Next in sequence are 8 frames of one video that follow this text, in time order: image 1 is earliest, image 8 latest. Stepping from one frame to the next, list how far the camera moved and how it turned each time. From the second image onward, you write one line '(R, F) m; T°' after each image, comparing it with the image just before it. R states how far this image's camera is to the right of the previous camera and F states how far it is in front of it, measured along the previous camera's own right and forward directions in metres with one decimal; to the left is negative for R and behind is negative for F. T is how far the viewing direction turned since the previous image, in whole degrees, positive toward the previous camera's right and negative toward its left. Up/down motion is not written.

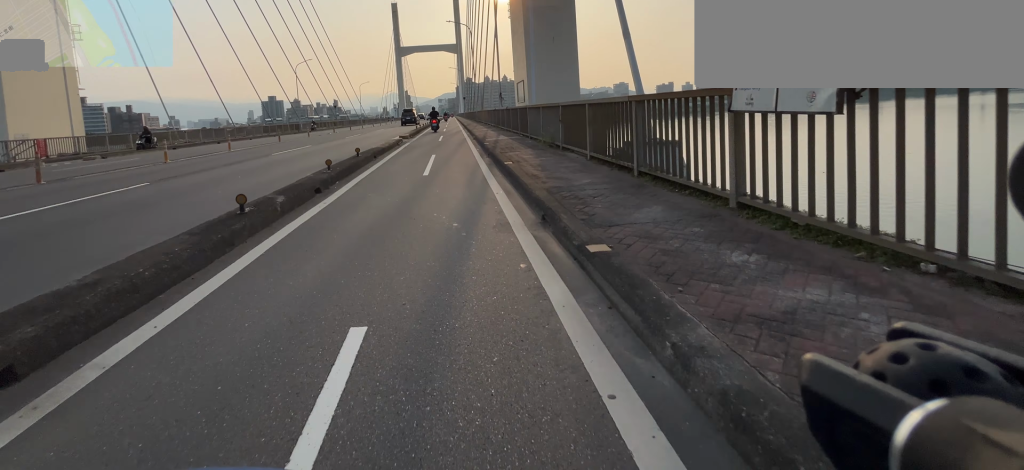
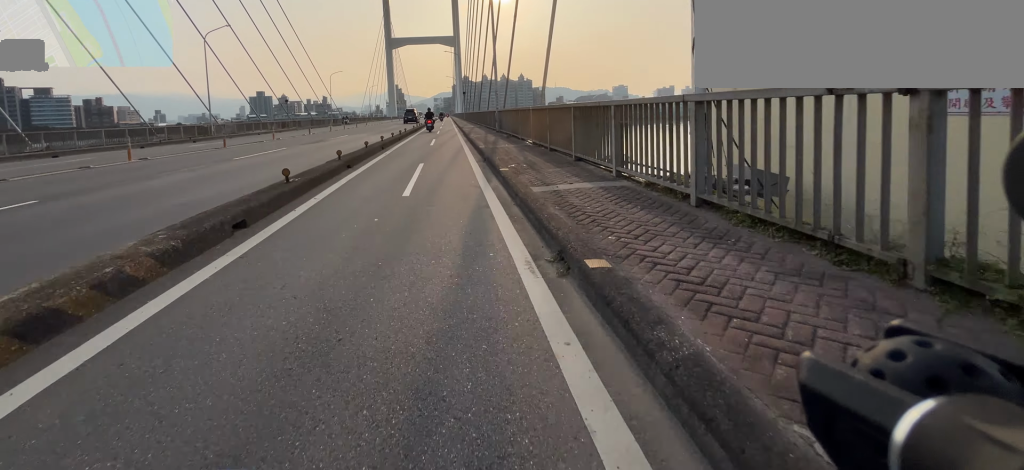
(-0.2, +22.5) m; -1°
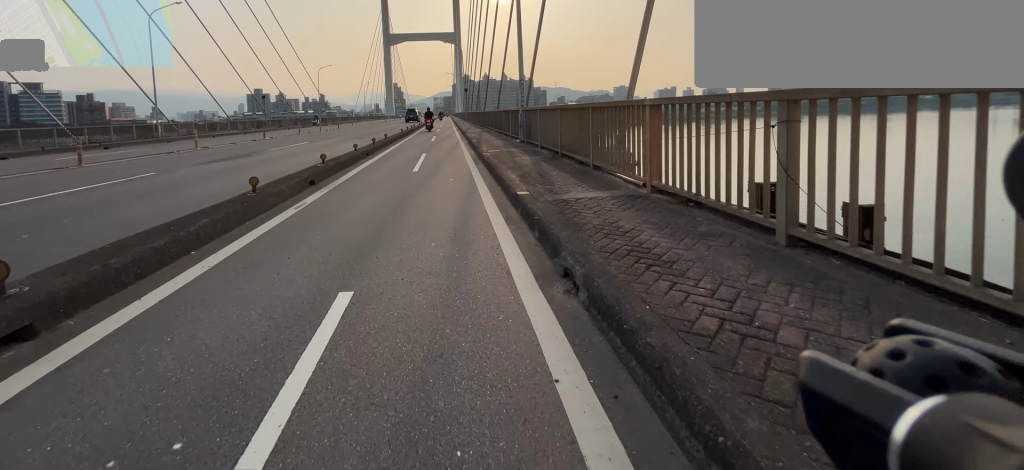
(0.0, +7.6) m; 0°
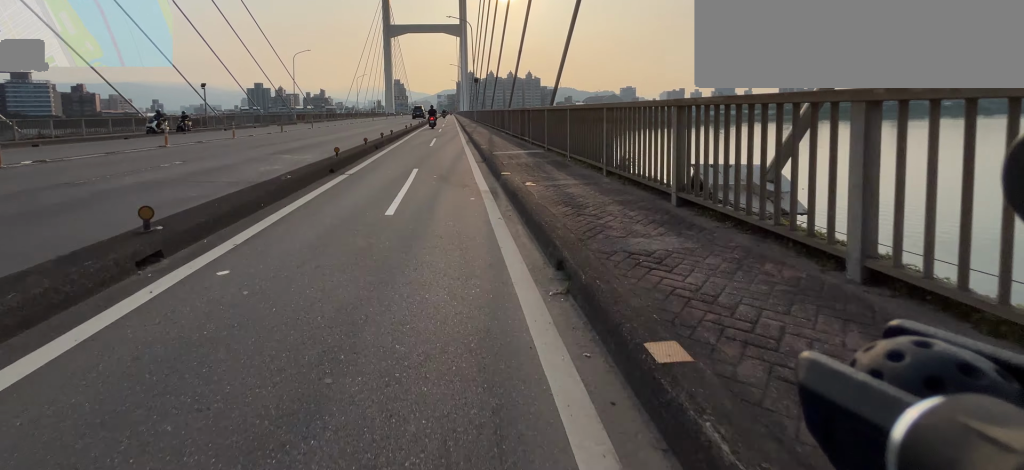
(-0.1, +13.9) m; 0°
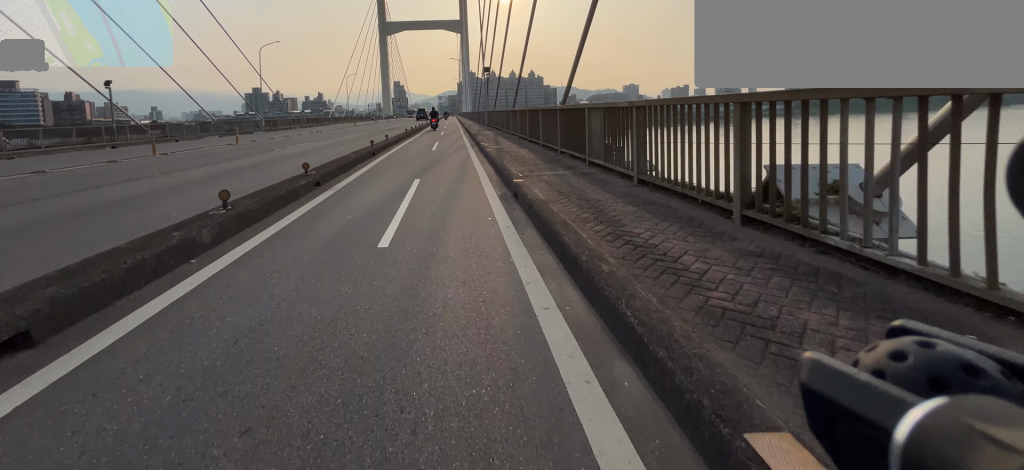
(+0.1, +11.2) m; +1°
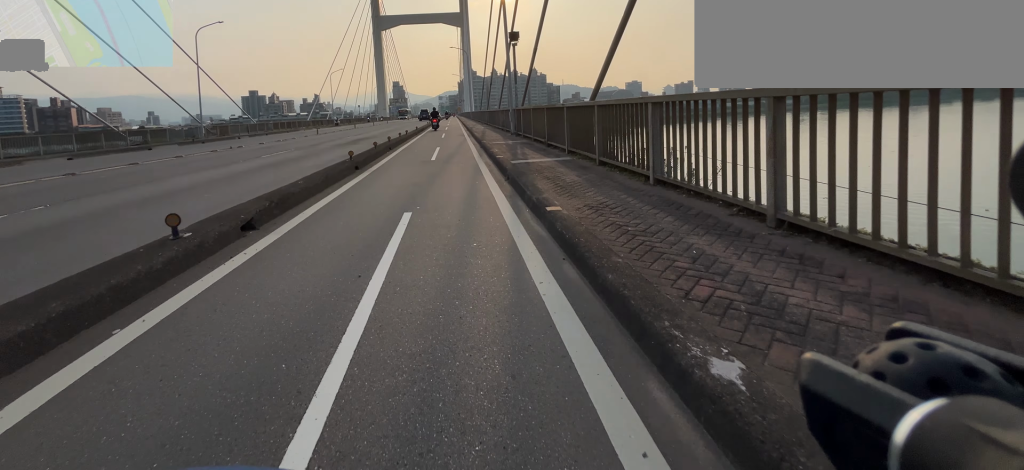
(0.0, +12.6) m; 0°
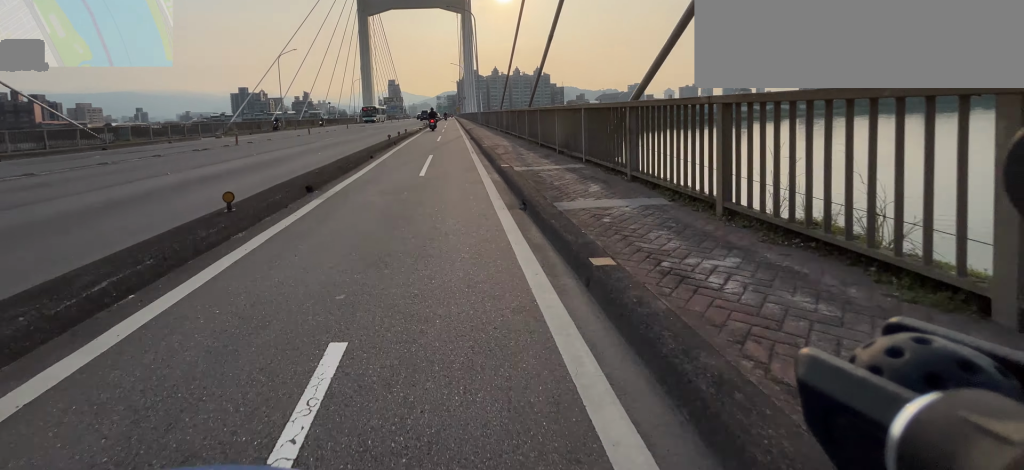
(+0.1, +22.6) m; +1°
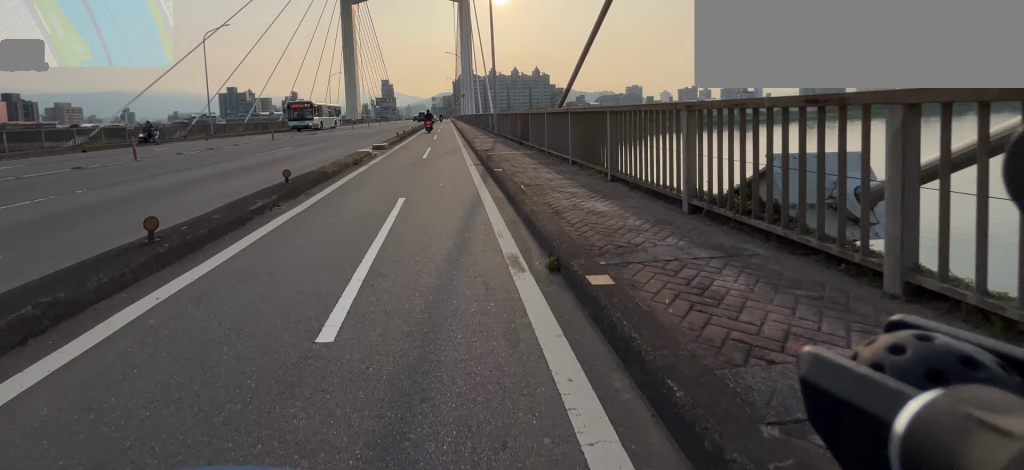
(0.0, +16.0) m; 0°
